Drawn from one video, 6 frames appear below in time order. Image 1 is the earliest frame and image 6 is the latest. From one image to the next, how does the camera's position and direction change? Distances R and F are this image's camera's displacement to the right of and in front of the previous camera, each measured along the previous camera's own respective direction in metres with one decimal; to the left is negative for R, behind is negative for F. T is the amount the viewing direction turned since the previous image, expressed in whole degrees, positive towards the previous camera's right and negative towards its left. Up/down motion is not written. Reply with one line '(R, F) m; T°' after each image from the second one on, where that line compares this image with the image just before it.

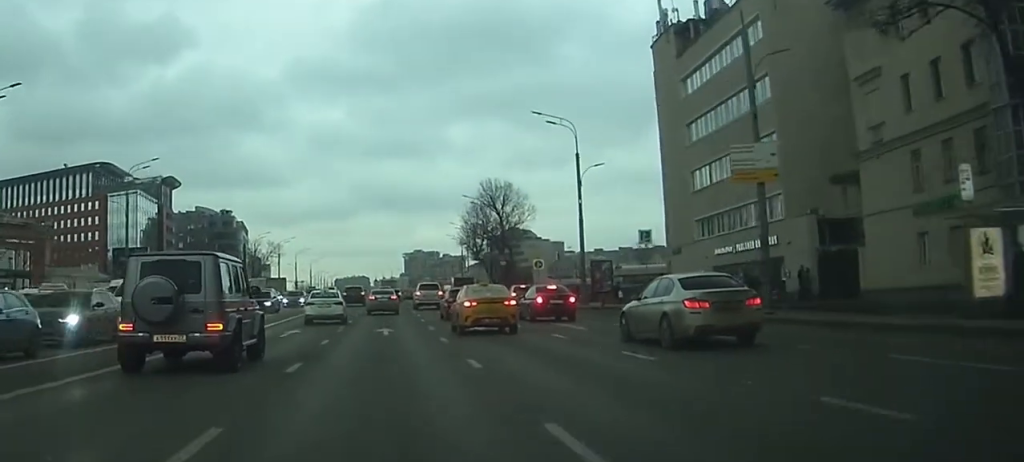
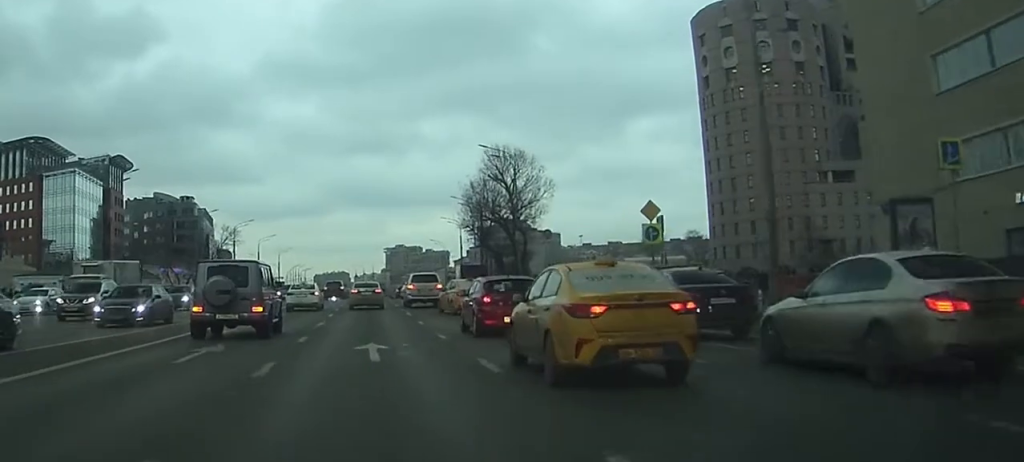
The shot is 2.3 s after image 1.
(0.0, +32.8) m; 0°
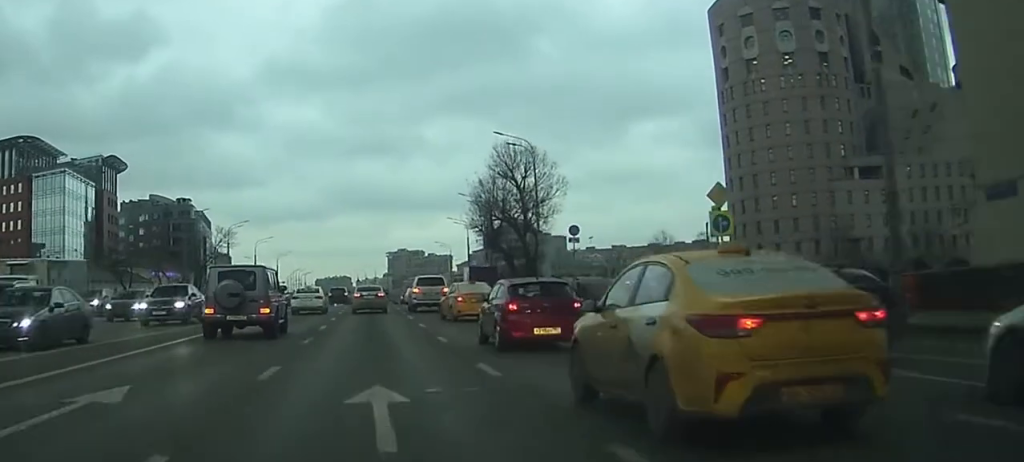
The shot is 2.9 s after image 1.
(0.0, +7.7) m; 0°
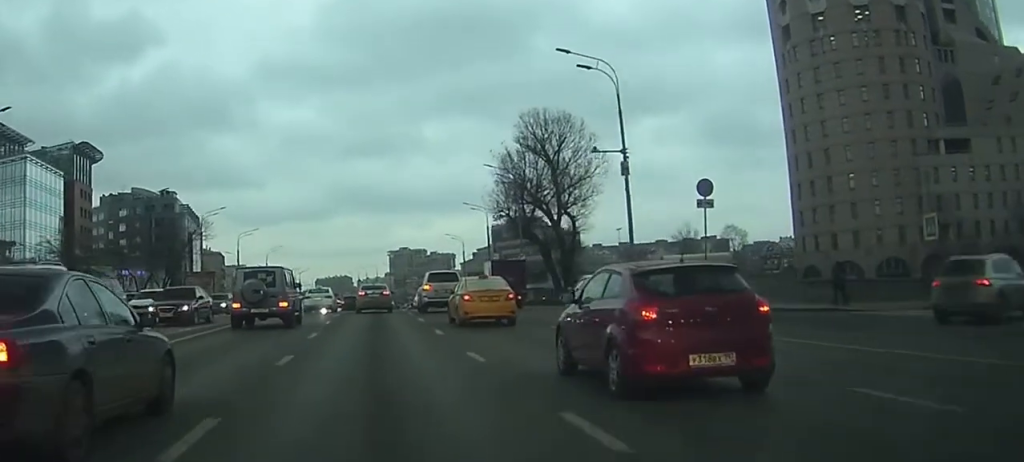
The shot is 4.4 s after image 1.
(-0.2, +22.1) m; -2°
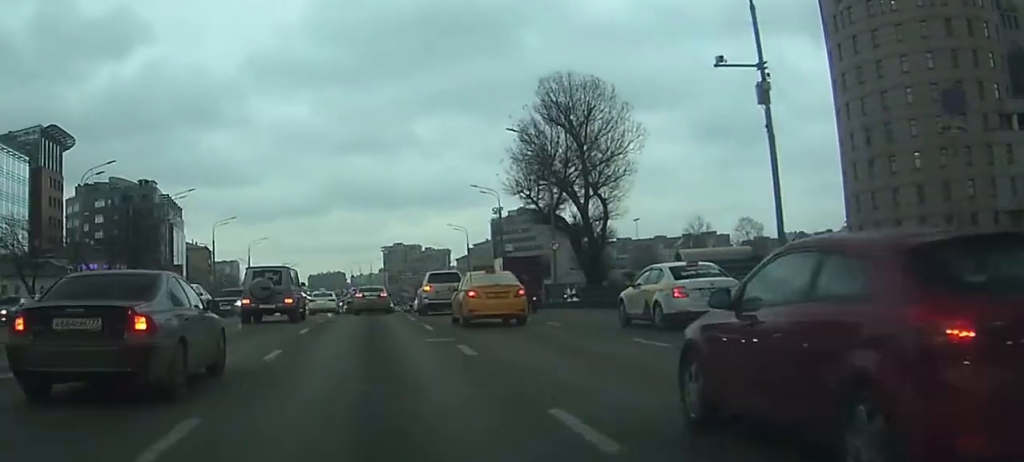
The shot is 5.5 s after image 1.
(-0.1, +16.3) m; 0°
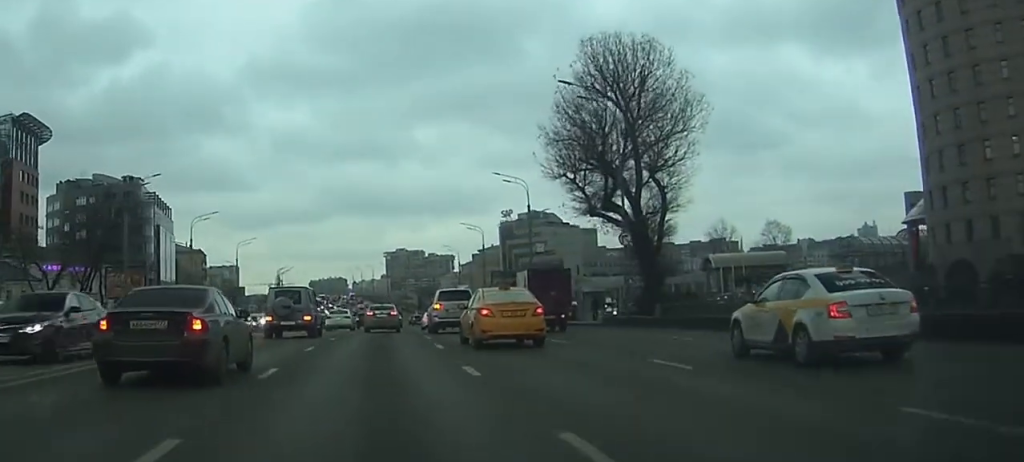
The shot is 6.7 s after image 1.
(+0.1, +16.8) m; 0°
